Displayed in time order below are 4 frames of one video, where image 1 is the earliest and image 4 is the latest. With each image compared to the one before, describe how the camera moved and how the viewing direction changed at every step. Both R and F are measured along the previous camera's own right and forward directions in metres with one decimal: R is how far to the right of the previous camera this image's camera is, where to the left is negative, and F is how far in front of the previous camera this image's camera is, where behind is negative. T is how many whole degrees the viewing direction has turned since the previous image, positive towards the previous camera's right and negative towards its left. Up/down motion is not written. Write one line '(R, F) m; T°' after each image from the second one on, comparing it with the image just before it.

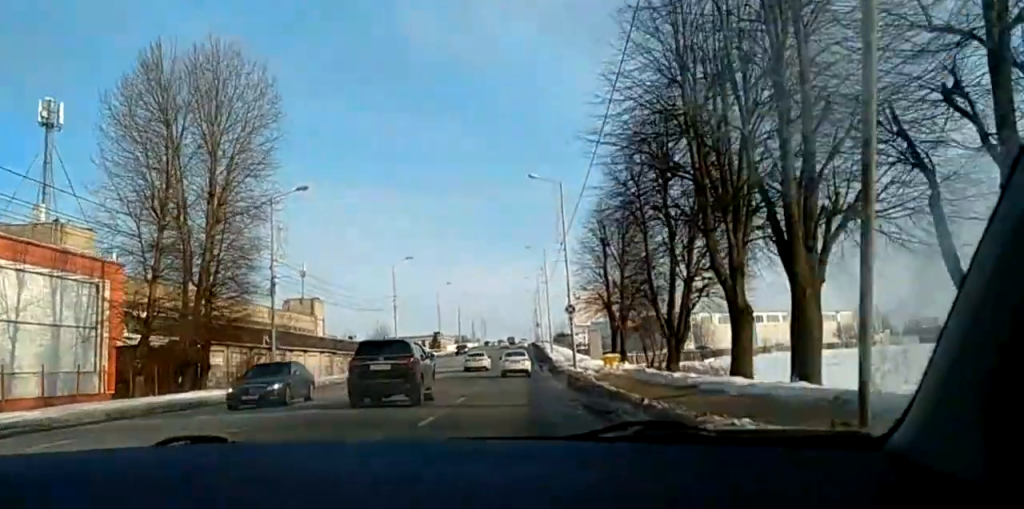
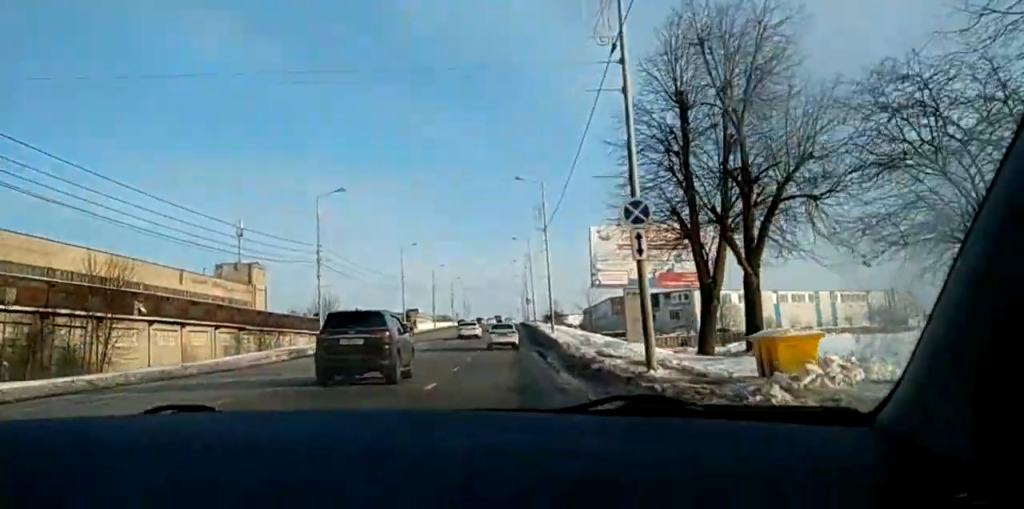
(+1.1, +29.1) m; +2°
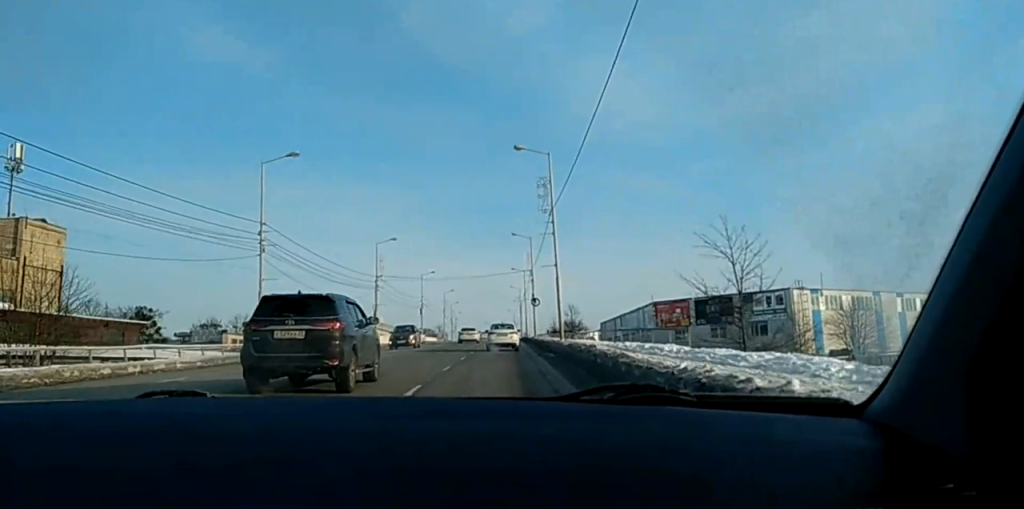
(-3.4, +59.1) m; -2°
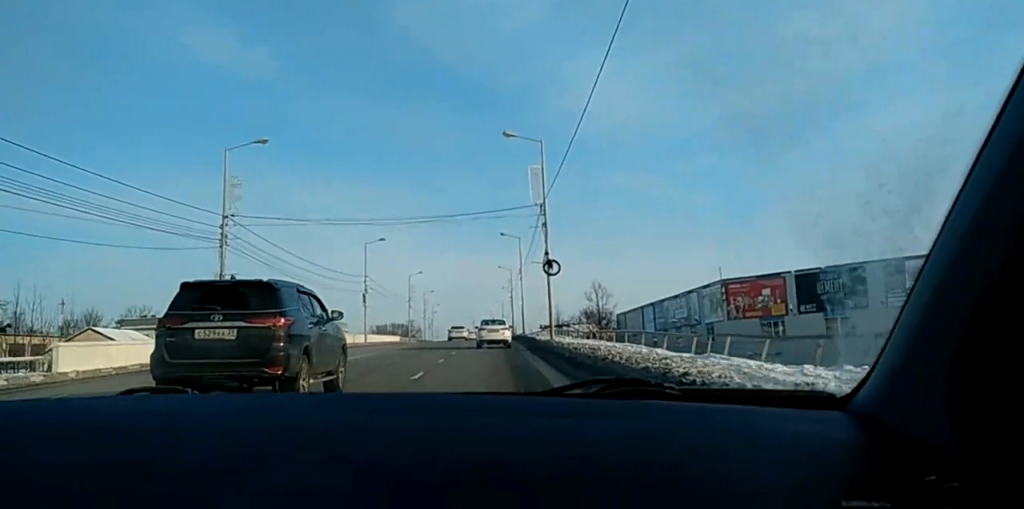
(+0.1, +45.6) m; +1°
